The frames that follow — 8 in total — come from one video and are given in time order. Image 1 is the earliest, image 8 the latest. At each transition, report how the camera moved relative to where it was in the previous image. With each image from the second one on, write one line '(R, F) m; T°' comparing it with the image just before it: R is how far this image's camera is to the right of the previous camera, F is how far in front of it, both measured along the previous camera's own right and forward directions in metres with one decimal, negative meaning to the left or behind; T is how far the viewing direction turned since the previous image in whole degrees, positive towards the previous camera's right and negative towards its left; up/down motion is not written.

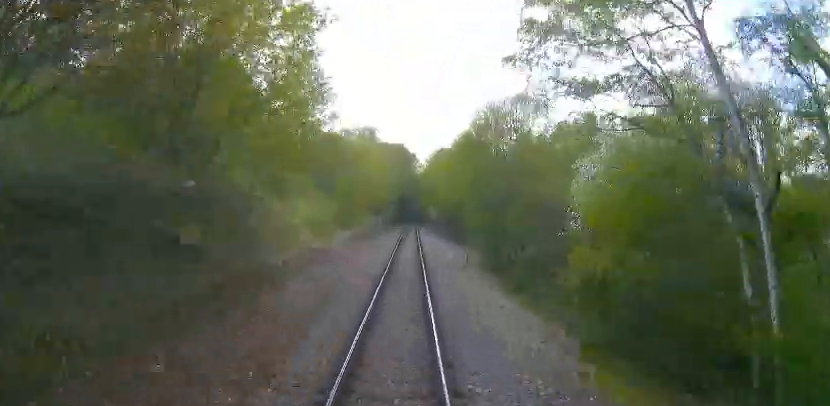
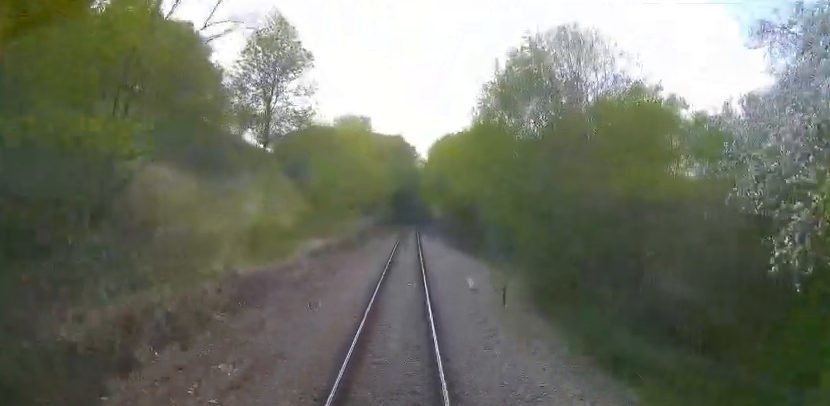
(0.0, +9.3) m; 0°
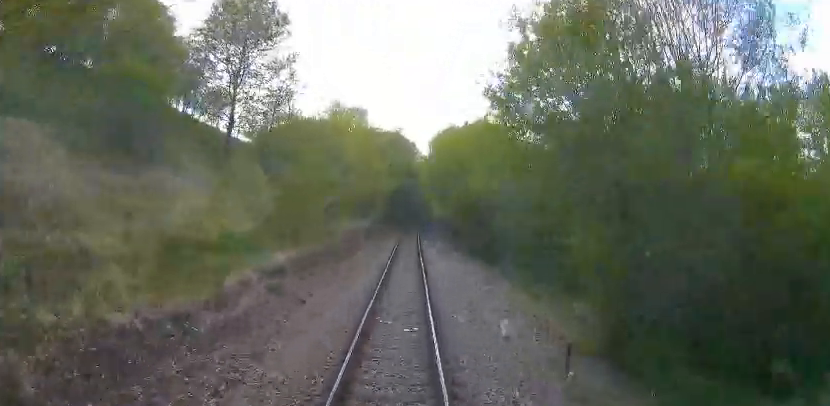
(0.0, +5.6) m; 0°
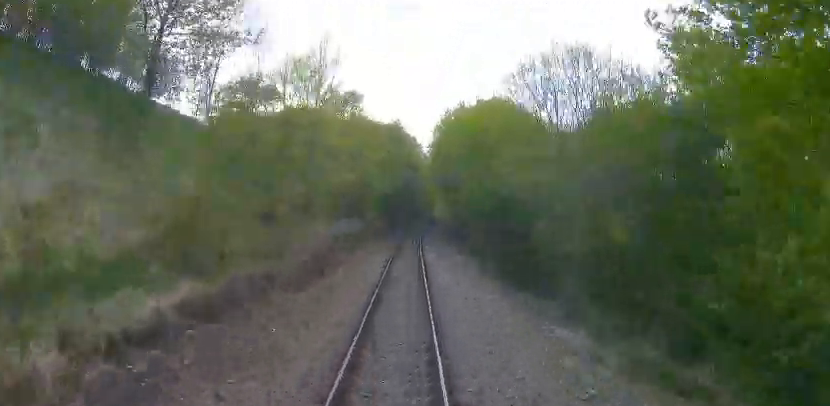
(0.0, +7.7) m; 0°
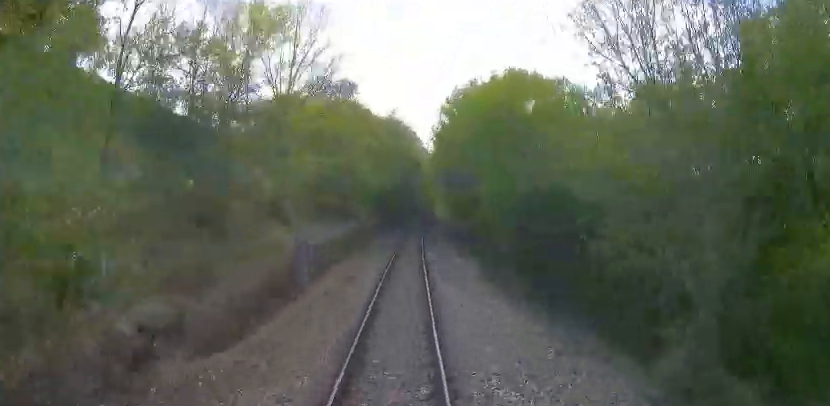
(0.0, +5.9) m; 0°
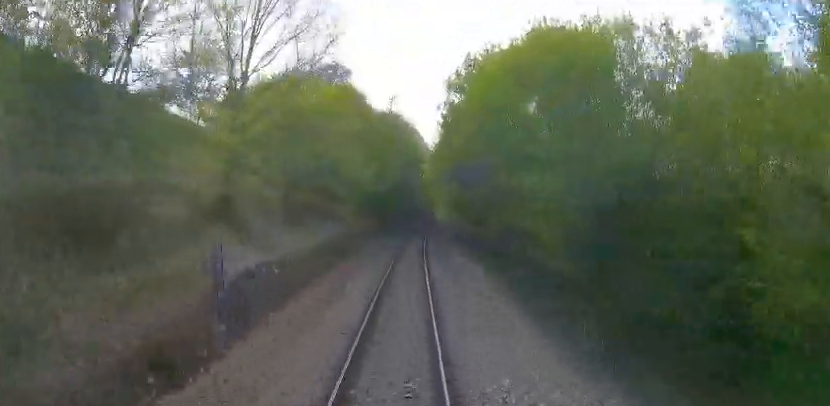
(0.0, +5.5) m; 0°
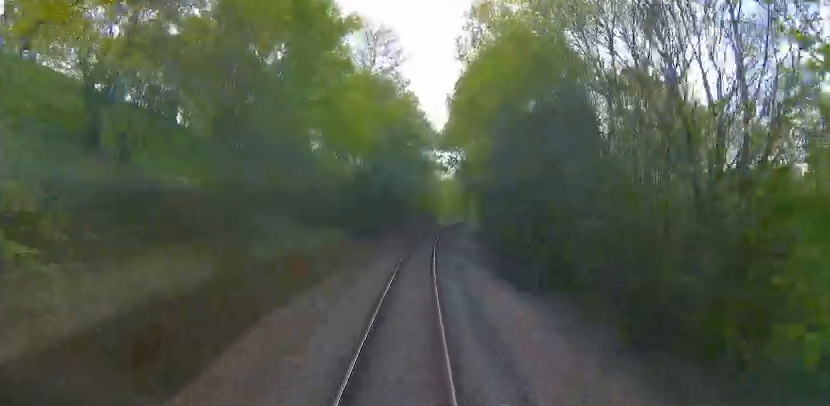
(-0.2, +19.3) m; +1°
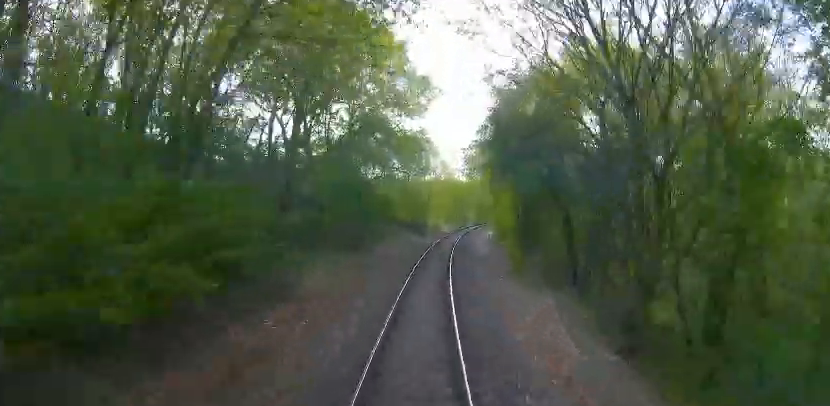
(+3.4, +26.3) m; +13°
